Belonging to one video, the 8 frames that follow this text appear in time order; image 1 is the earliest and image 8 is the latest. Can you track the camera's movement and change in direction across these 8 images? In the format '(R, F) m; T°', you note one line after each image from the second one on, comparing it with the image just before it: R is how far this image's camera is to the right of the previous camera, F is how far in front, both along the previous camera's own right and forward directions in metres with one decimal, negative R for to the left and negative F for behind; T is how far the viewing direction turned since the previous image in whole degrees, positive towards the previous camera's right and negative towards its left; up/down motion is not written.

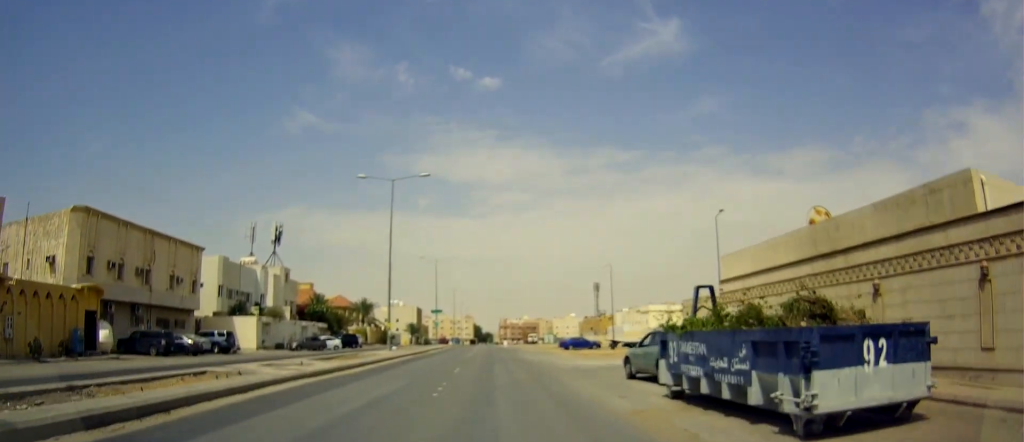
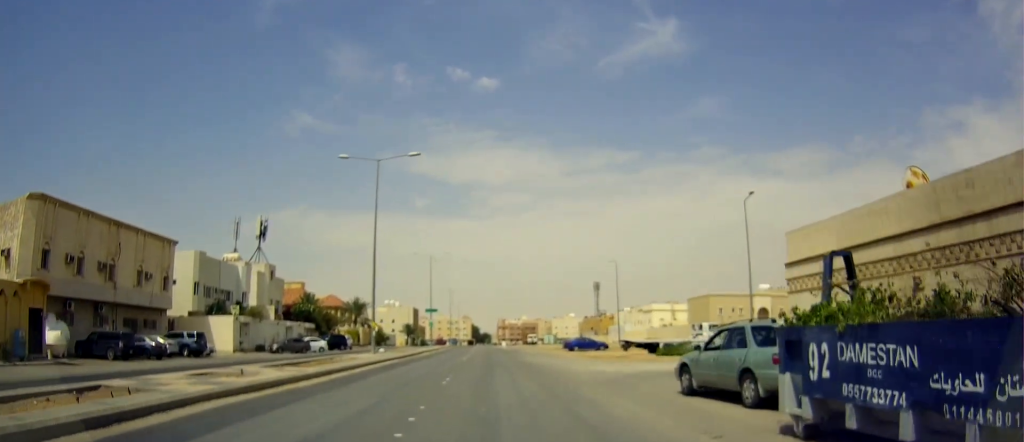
(+0.1, +5.0) m; -1°
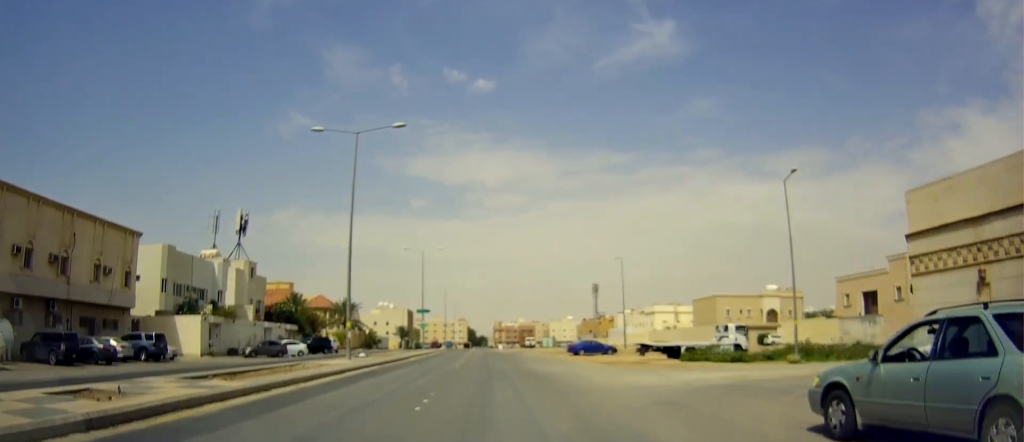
(+0.1, +5.5) m; -1°
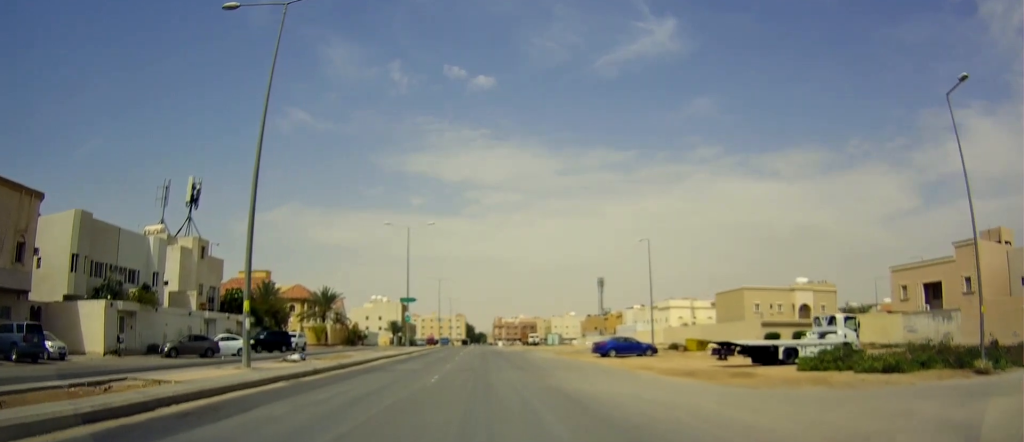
(-0.1, +12.9) m; +1°
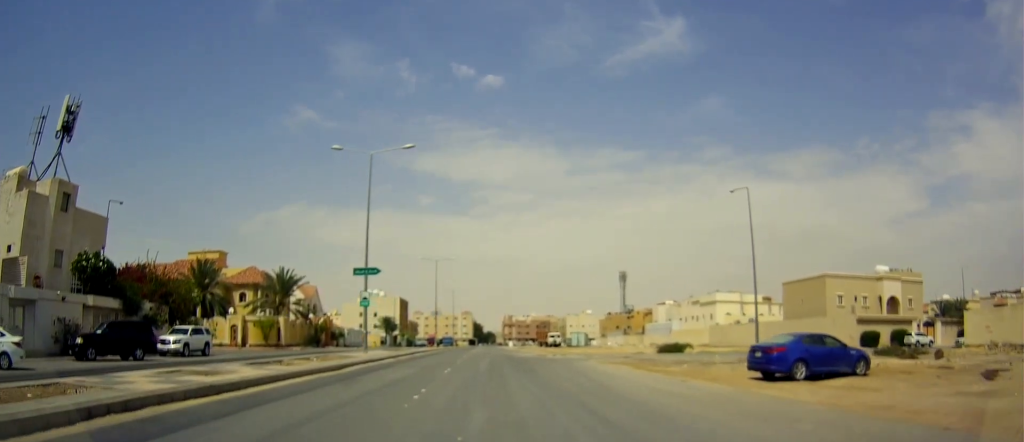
(+0.7, +23.7) m; +2°
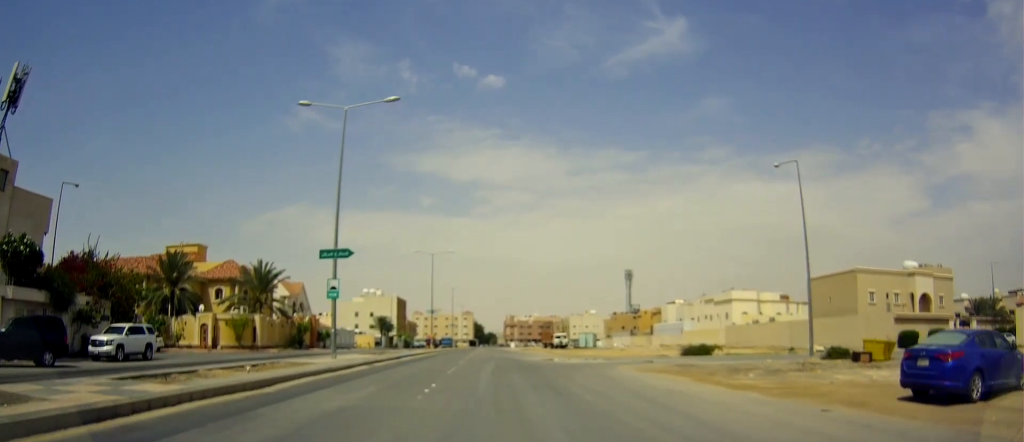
(-0.3, +7.4) m; -2°
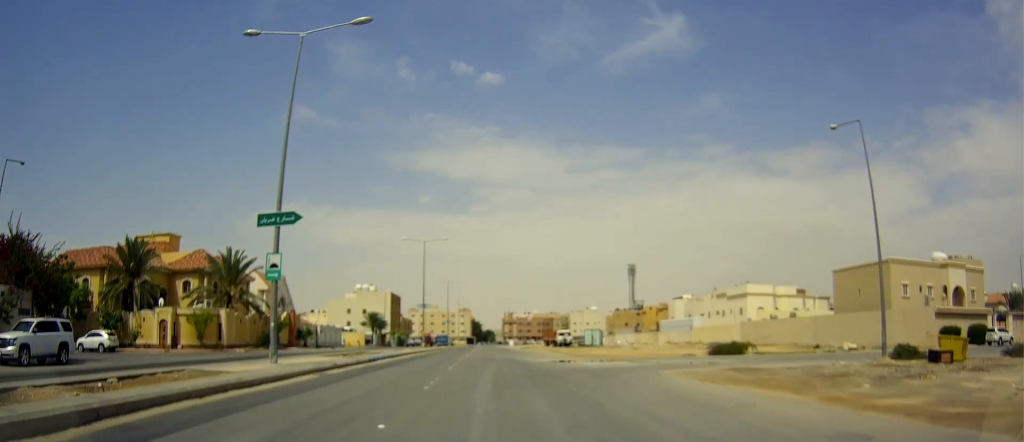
(-0.1, +7.5) m; -1°
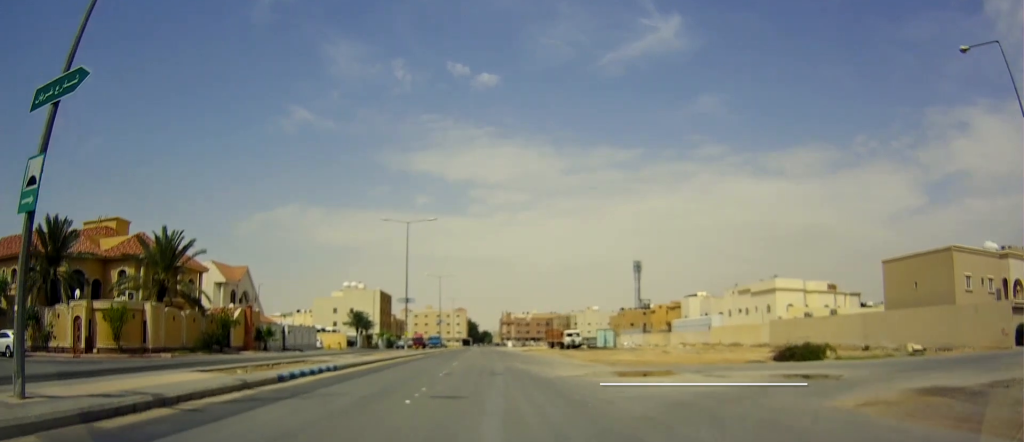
(0.0, +12.1) m; 0°
